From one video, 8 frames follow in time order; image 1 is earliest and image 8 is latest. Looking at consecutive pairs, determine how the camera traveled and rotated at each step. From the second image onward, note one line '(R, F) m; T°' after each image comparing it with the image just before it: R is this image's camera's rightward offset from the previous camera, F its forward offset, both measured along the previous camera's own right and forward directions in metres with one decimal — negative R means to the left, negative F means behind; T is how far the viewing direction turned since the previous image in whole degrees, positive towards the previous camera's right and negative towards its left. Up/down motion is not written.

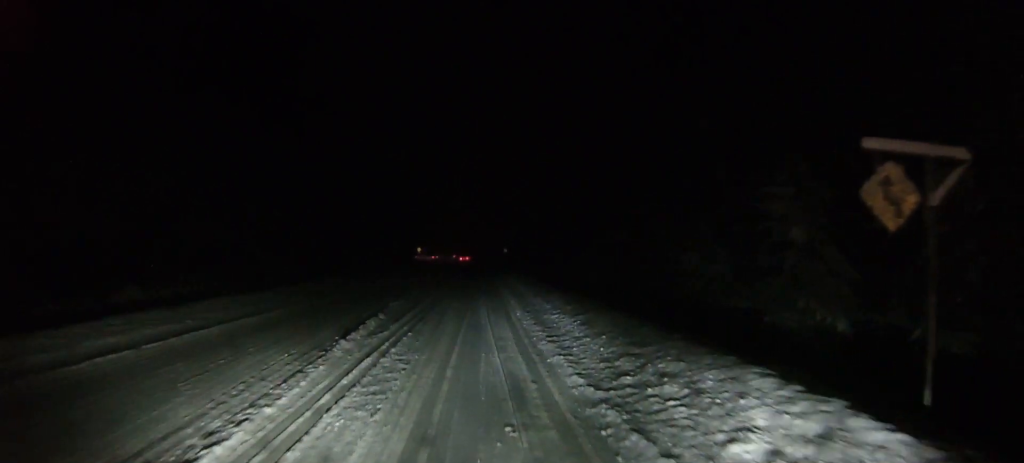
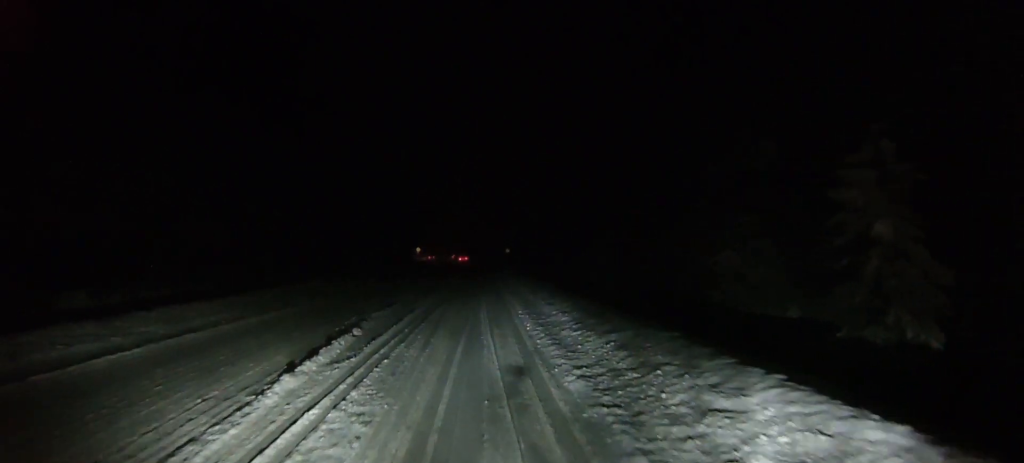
(-0.2, +5.4) m; -3°
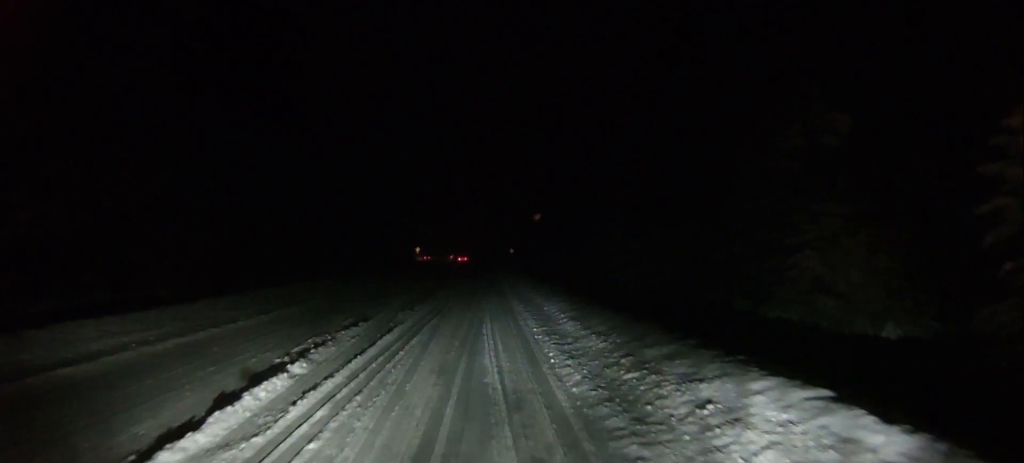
(-0.1, +7.1) m; +1°
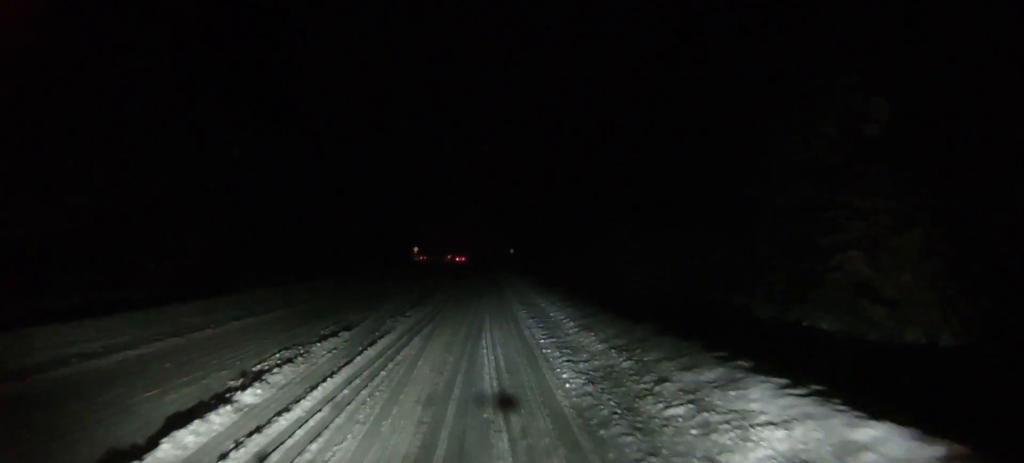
(+0.1, +2.9) m; 0°
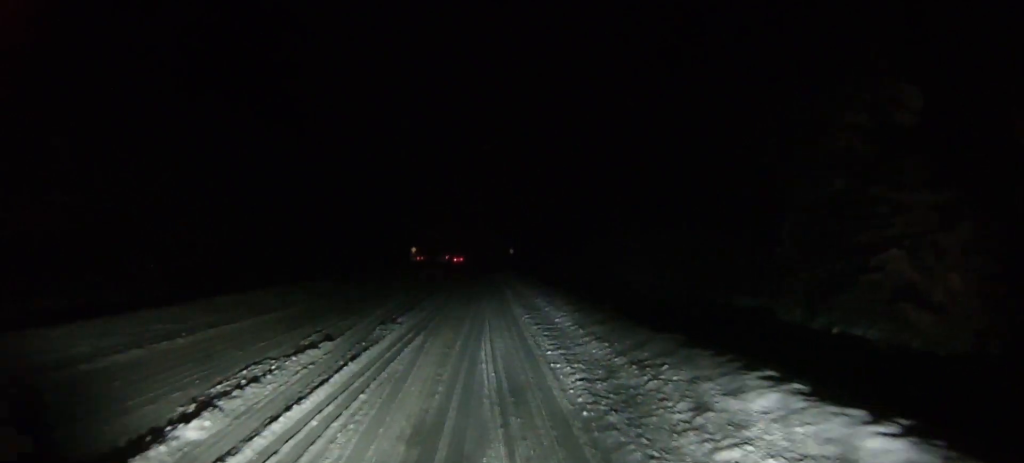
(+0.1, +2.2) m; 0°
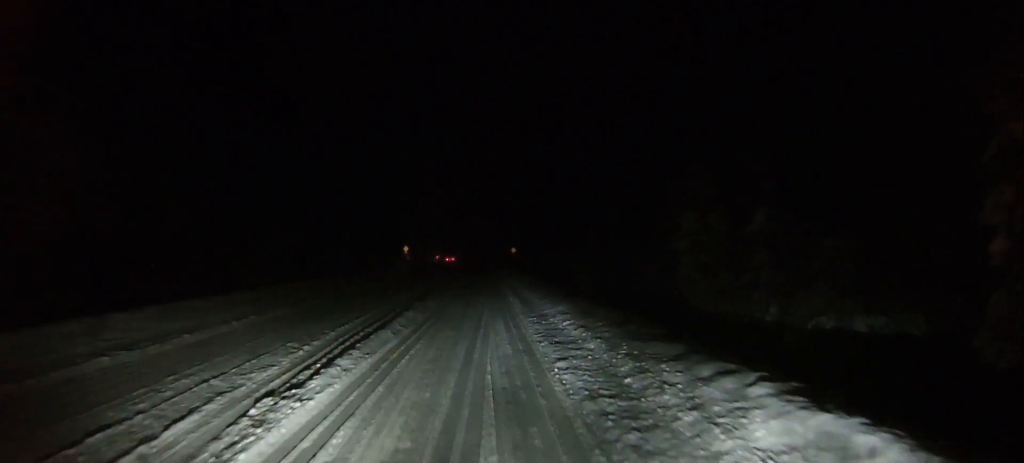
(-0.4, +12.1) m; +1°
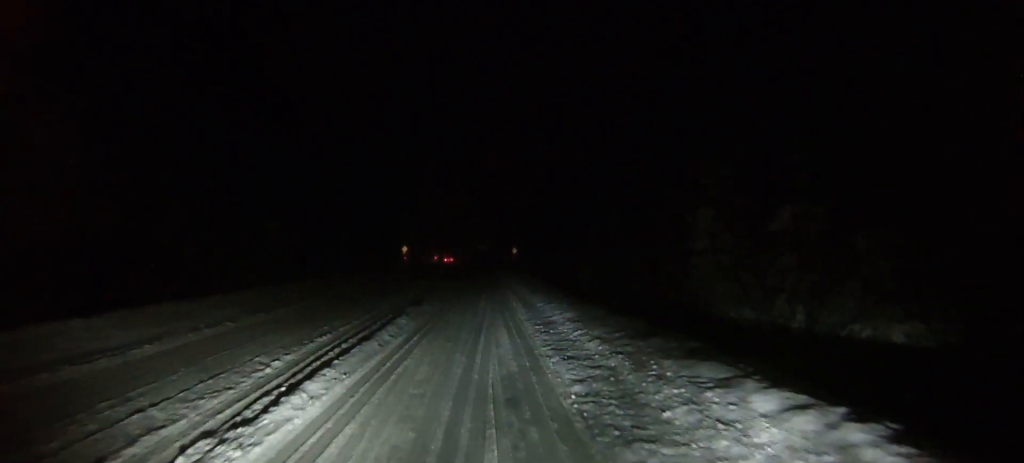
(+0.1, +2.6) m; +2°
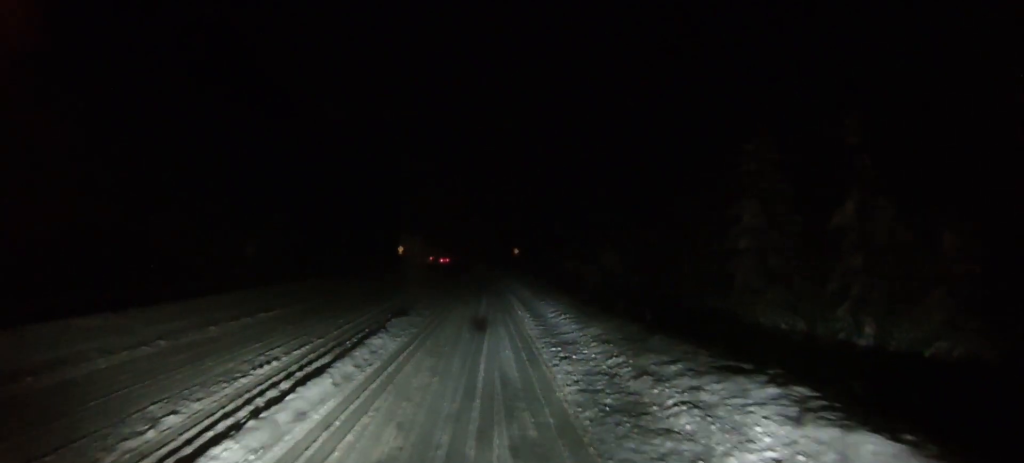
(+0.1, +5.4) m; -2°
